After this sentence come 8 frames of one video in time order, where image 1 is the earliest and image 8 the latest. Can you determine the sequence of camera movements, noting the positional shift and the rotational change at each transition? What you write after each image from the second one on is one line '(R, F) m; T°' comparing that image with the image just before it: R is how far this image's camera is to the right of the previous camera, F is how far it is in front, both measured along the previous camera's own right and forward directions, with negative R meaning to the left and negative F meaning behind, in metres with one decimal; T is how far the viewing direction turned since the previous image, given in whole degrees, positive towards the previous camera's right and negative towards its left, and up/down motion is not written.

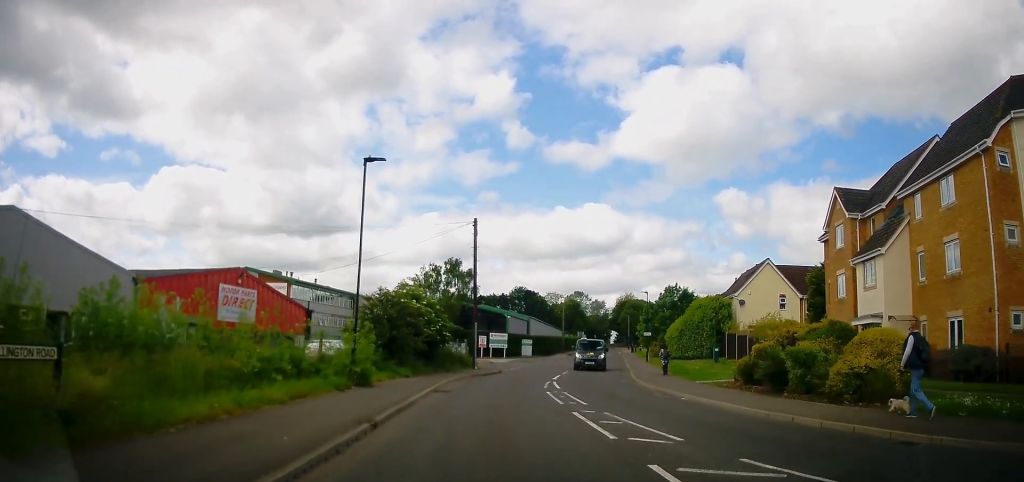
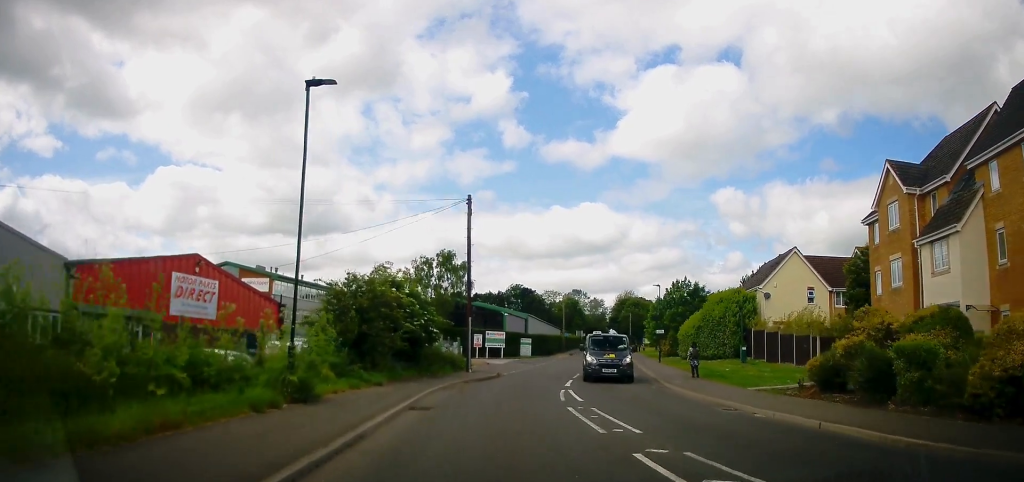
(+0.1, +5.2) m; +1°
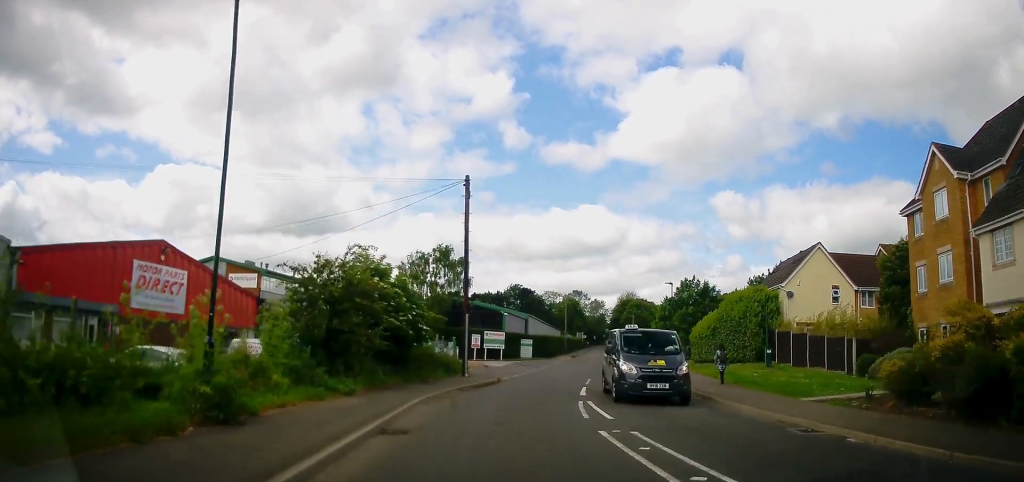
(0.0, +3.6) m; 0°
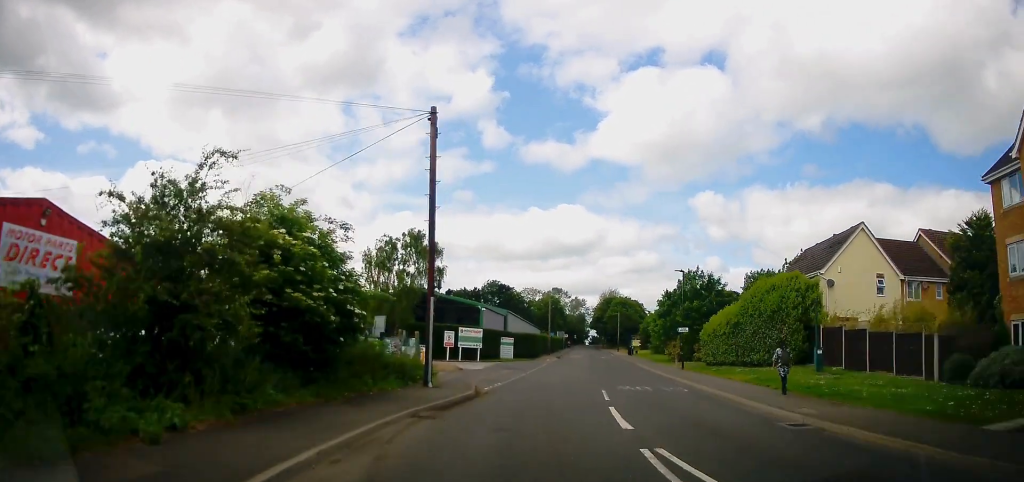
(0.0, +7.6) m; +1°
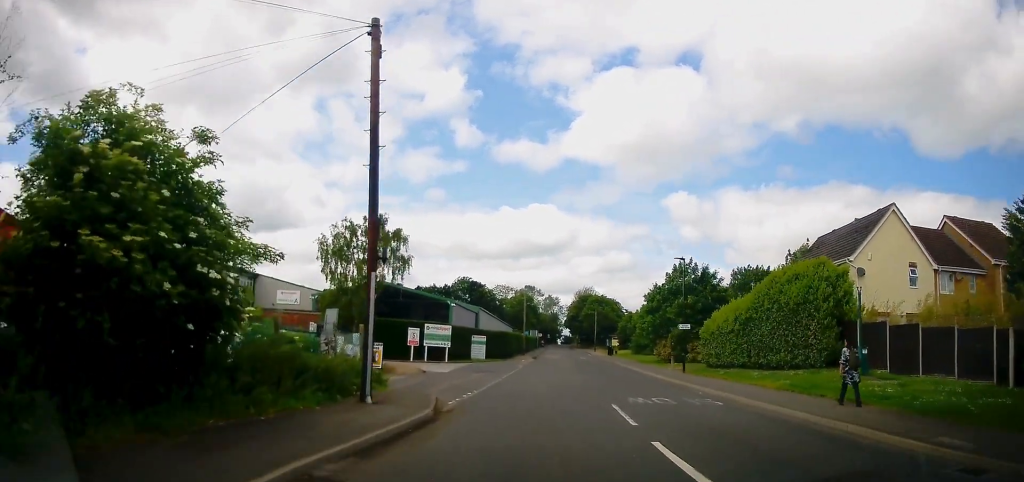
(+0.1, +5.5) m; +3°
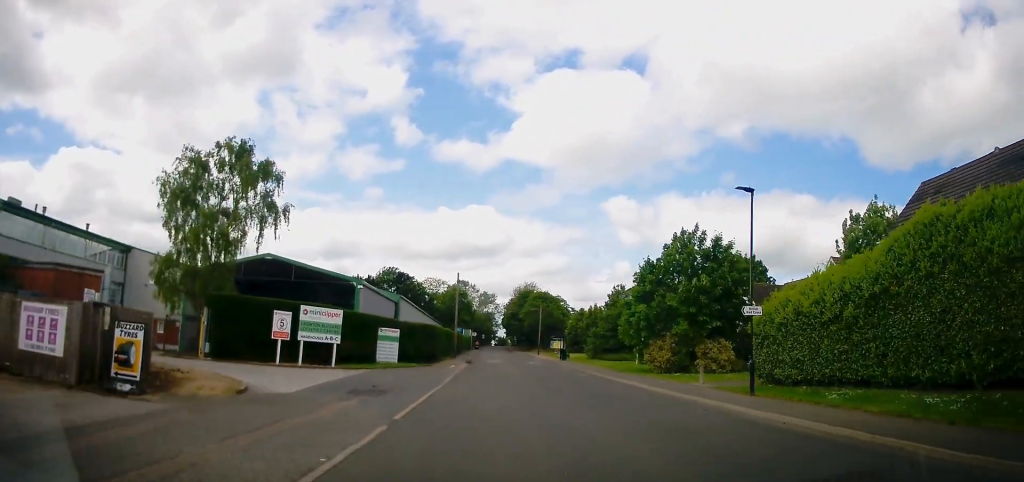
(+1.7, +15.7) m; +7°
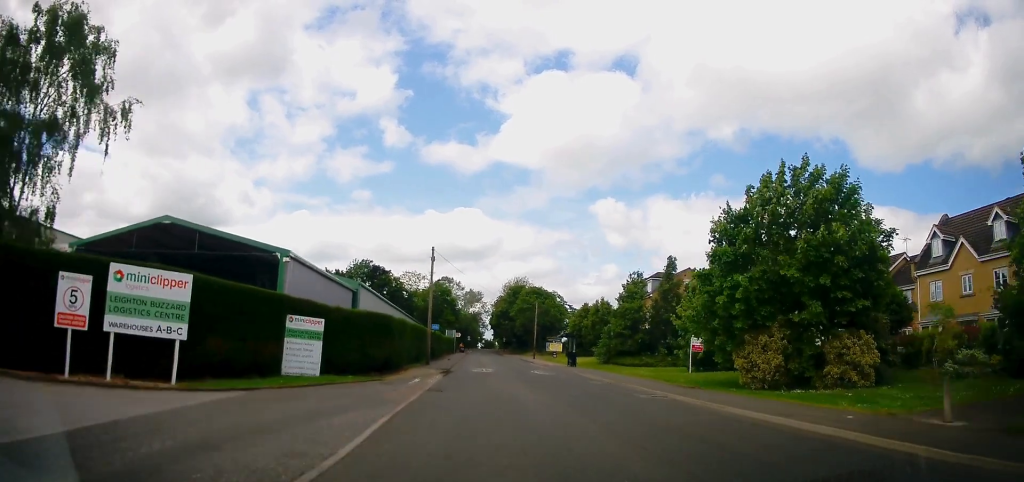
(-0.4, +14.3) m; +1°
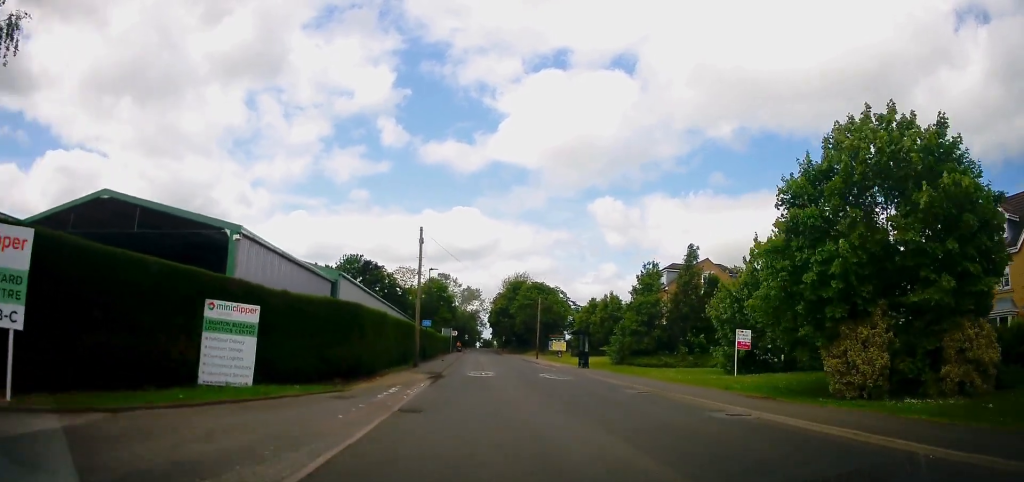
(+0.1, +6.1) m; +1°
